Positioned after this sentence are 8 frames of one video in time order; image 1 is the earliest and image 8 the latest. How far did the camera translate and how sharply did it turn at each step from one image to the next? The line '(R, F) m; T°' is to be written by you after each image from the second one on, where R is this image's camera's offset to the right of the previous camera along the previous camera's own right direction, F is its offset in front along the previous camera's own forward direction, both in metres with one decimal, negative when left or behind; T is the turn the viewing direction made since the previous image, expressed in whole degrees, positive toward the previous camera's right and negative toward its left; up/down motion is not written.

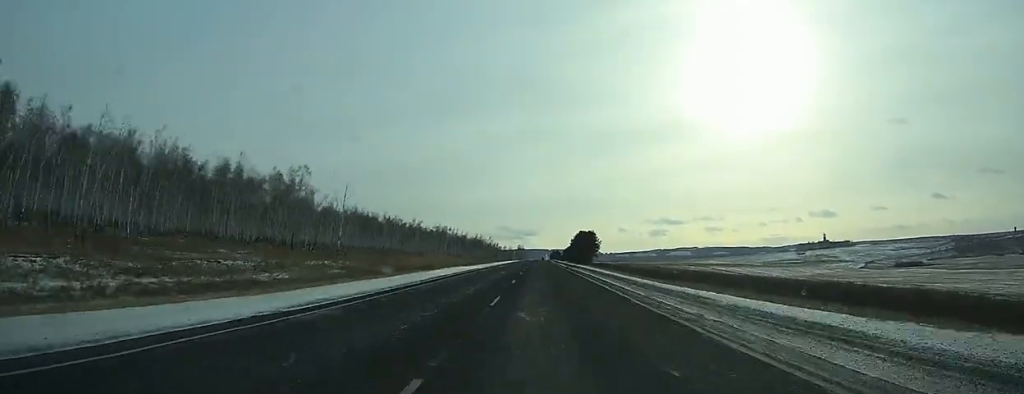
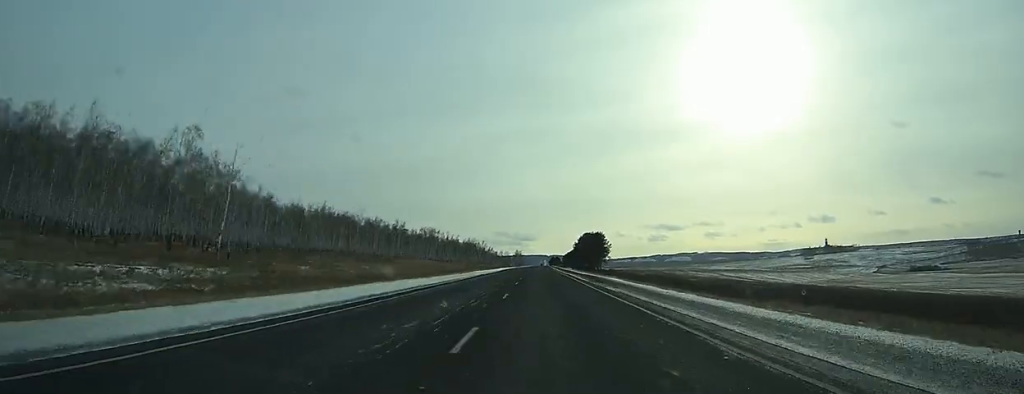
(+0.1, +29.4) m; 0°
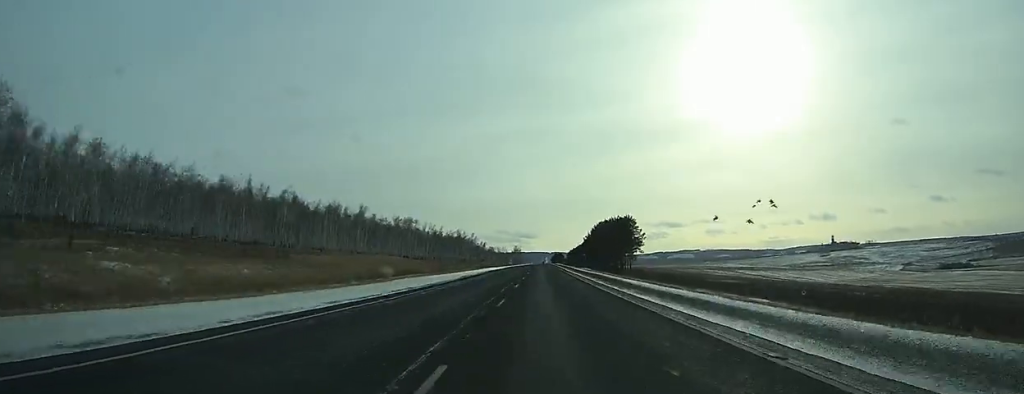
(+0.1, +49.0) m; 0°
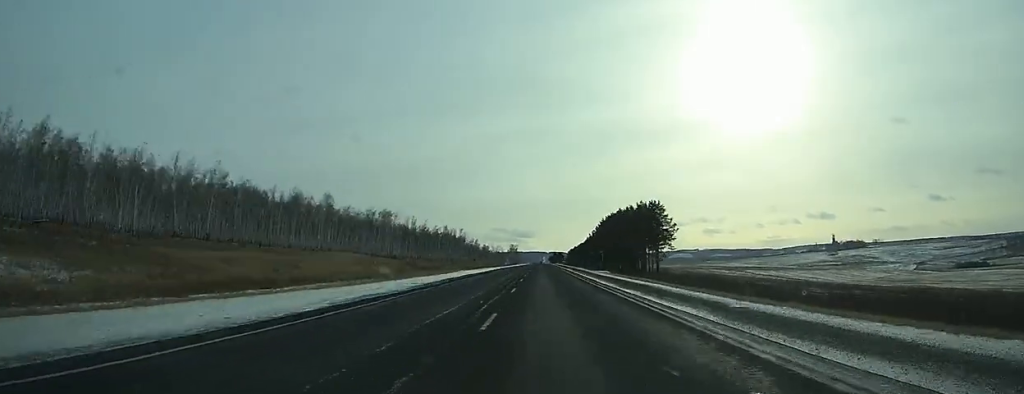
(0.0, +27.3) m; 0°
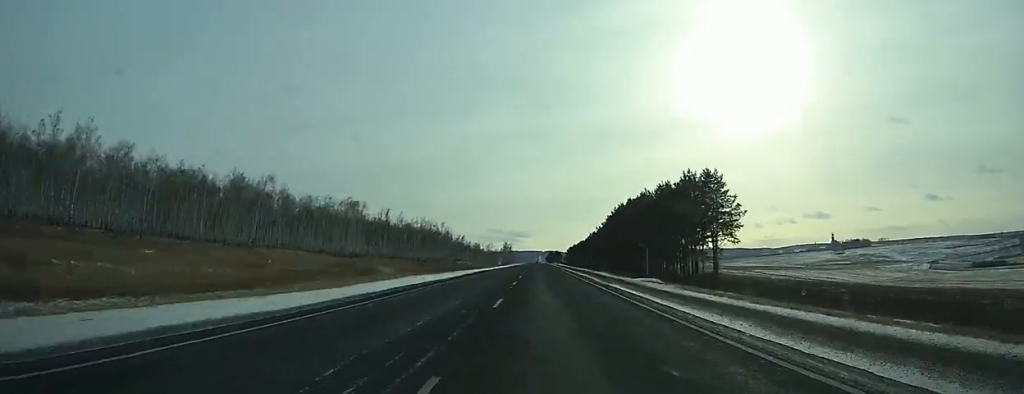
(+0.1, +30.6) m; 0°
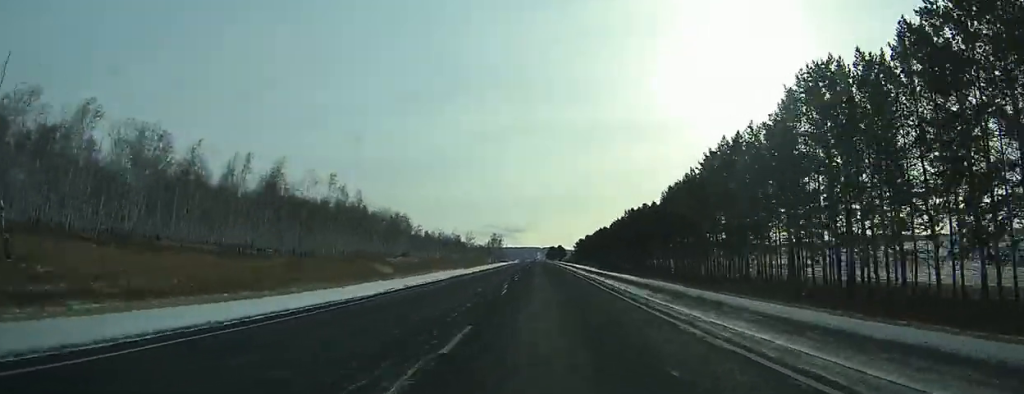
(+0.2, +90.4) m; 0°
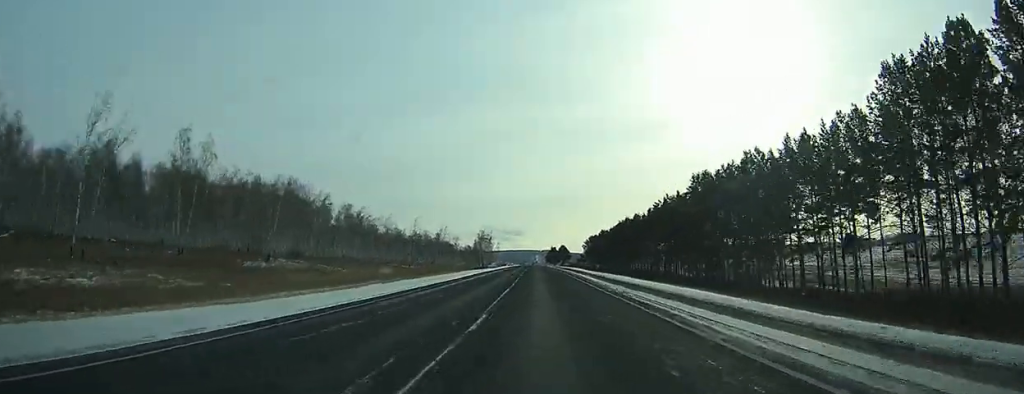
(+0.1, +54.9) m; 0°
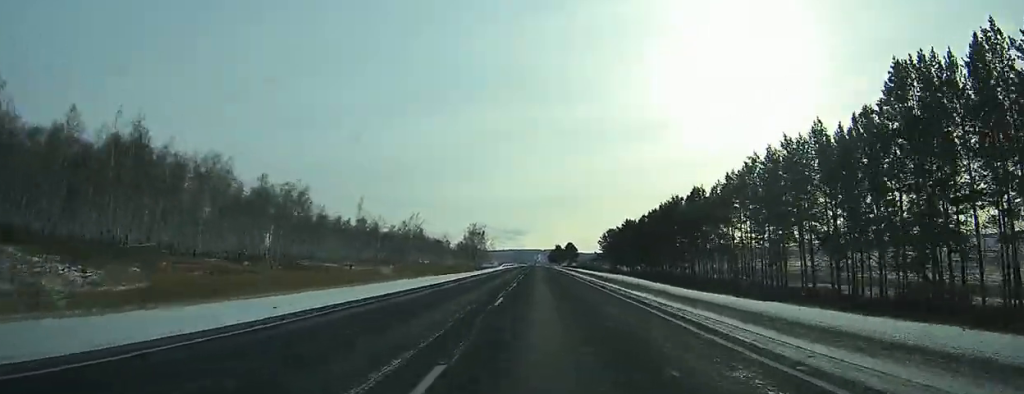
(+0.1, +41.8) m; 0°
